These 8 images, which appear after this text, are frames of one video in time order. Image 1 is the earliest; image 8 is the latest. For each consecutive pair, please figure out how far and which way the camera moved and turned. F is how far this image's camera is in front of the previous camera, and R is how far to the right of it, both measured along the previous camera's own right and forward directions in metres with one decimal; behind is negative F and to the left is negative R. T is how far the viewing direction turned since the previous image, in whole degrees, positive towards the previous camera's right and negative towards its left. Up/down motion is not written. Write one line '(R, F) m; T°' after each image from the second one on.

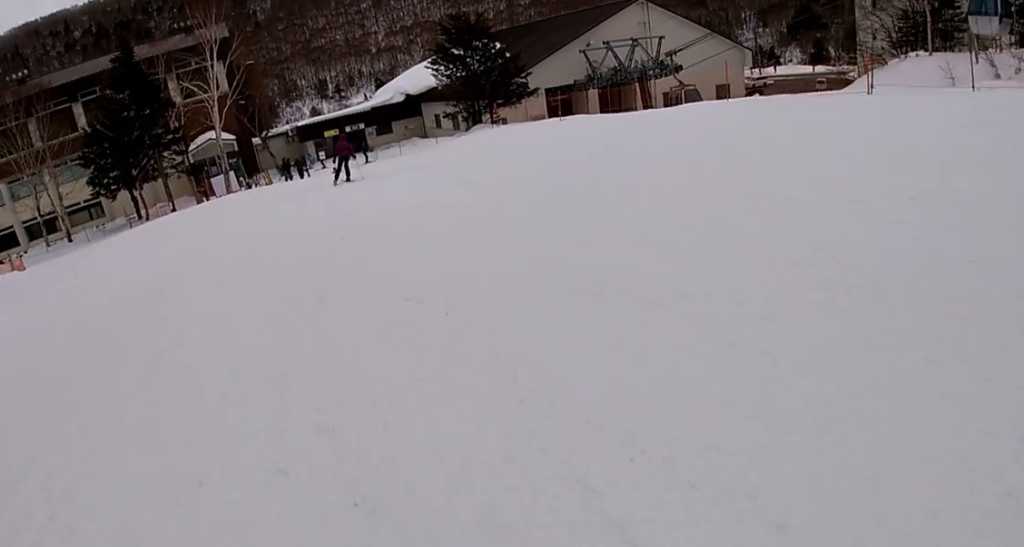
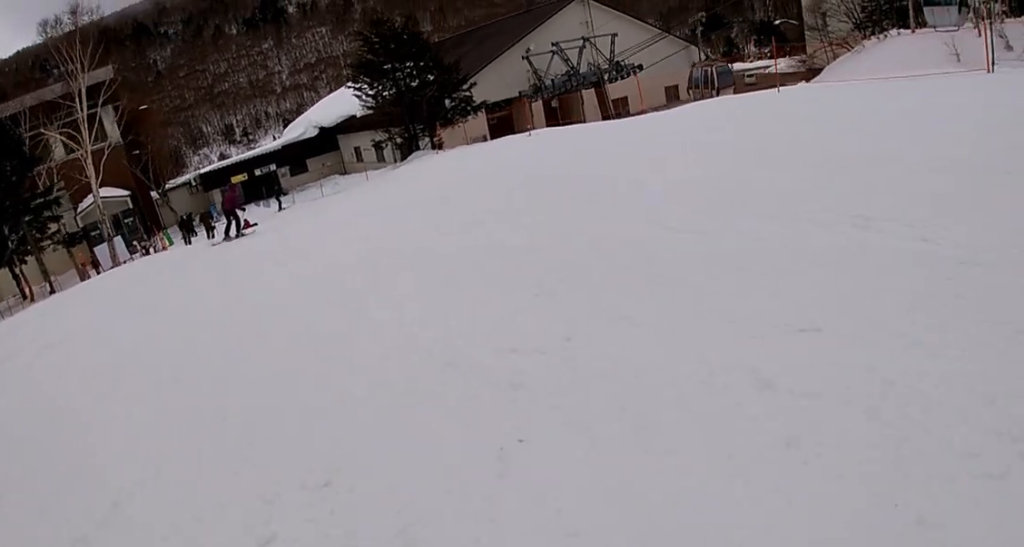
(+1.3, +6.4) m; +7°
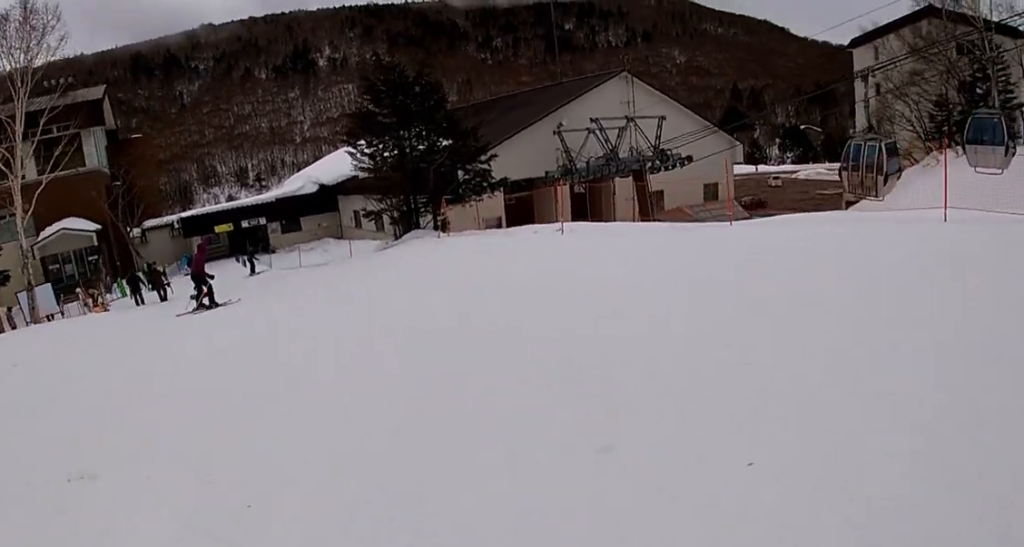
(0.0, +5.7) m; 0°
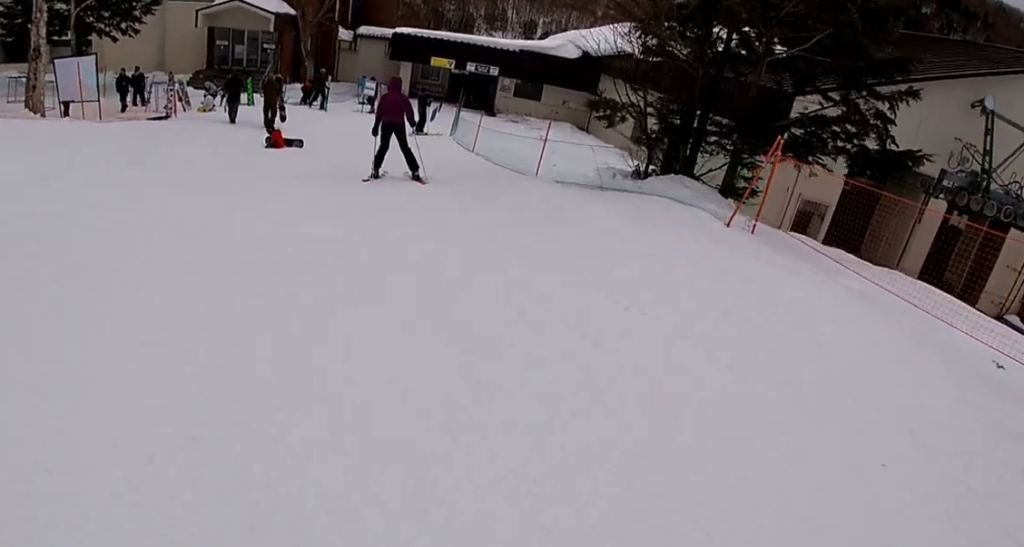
(-1.4, +11.5) m; -24°
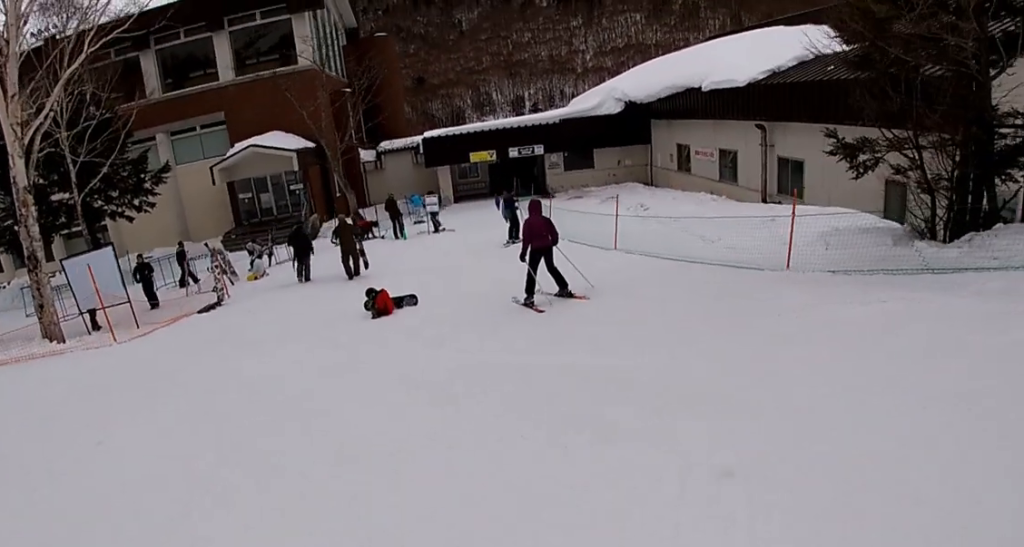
(-1.2, +5.3) m; -12°
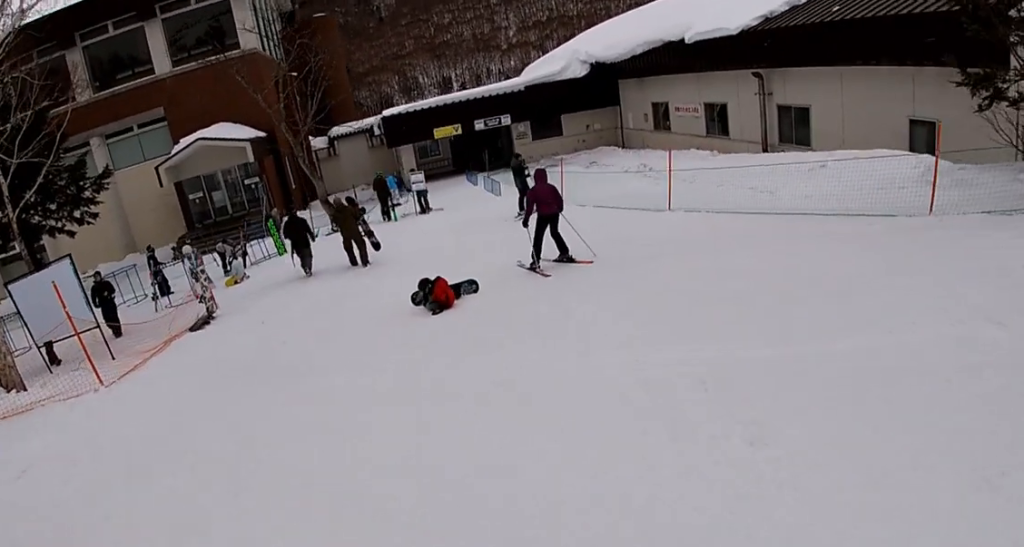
(-0.1, +2.7) m; +4°
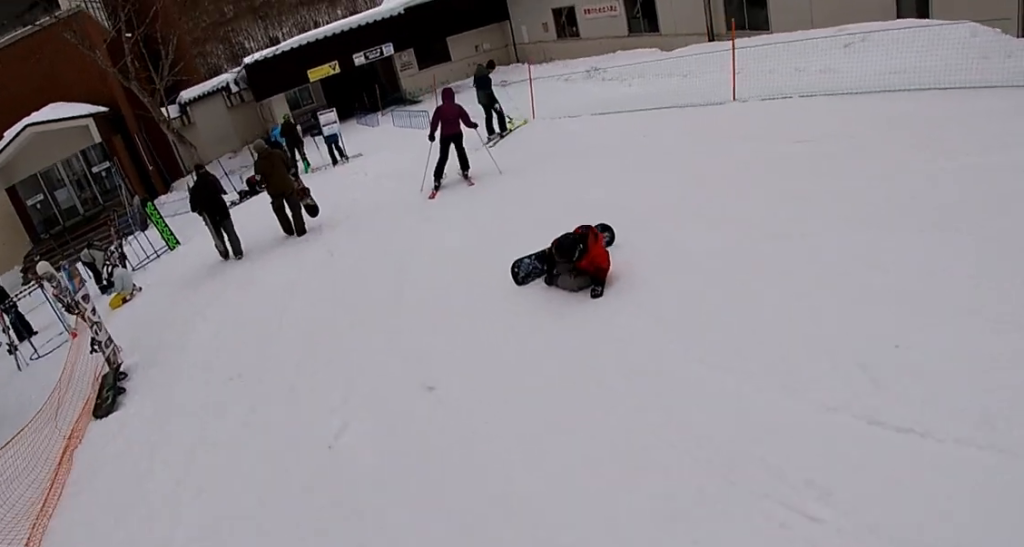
(+0.4, +4.3) m; +9°
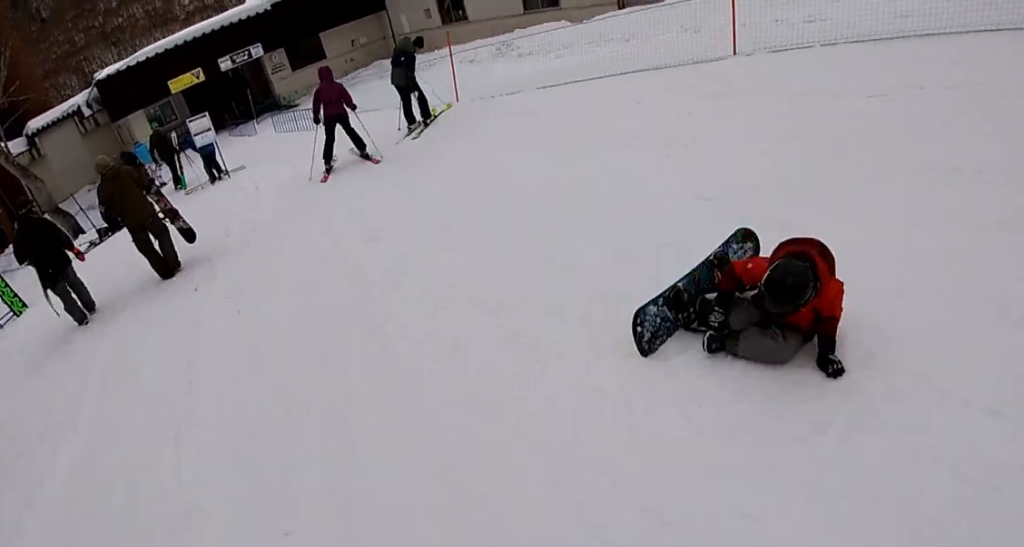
(+0.1, +2.4) m; +4°
